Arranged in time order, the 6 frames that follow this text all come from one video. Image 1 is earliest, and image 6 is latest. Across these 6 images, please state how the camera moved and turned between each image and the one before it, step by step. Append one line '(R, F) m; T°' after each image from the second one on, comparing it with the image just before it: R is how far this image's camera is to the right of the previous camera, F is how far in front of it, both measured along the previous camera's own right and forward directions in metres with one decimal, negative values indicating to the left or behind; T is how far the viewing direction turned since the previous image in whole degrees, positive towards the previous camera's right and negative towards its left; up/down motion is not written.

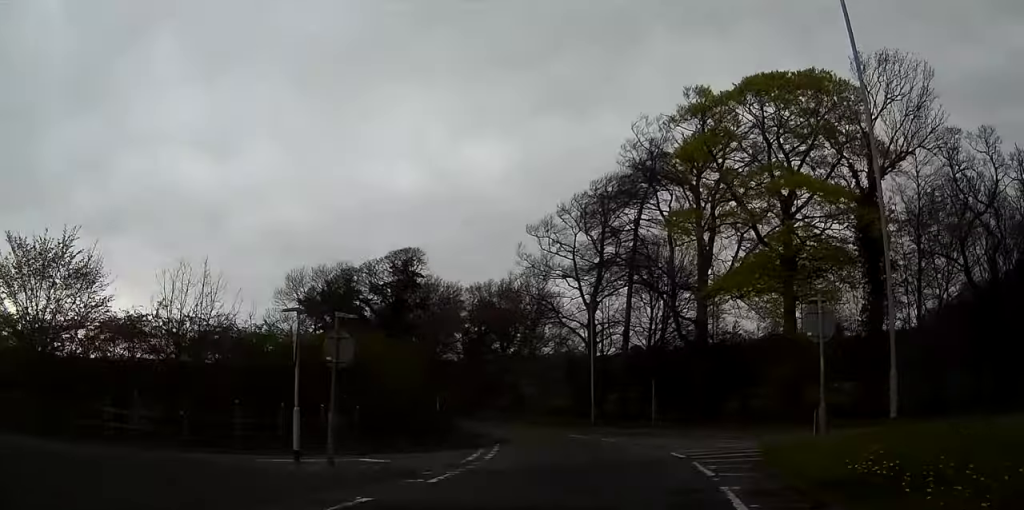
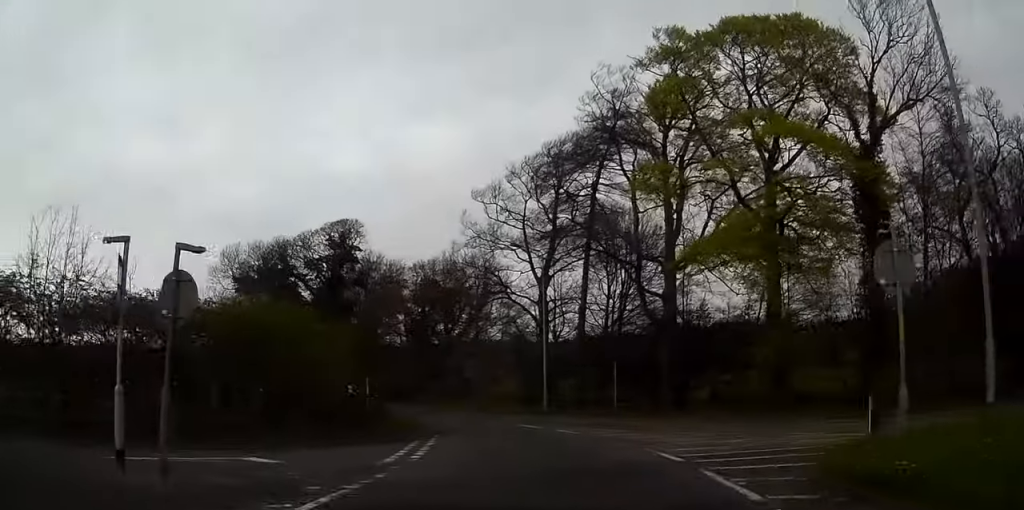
(+0.1, +4.9) m; +2°
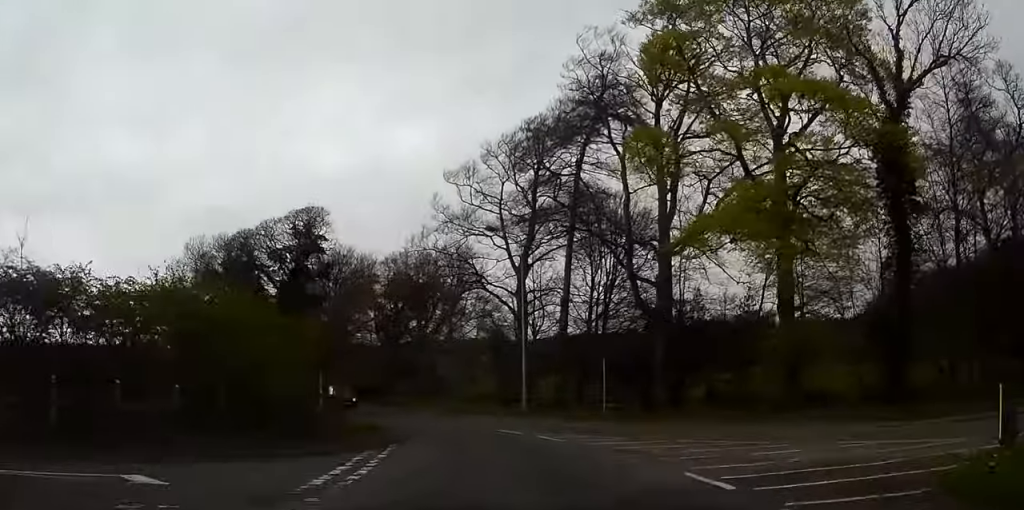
(+0.1, +4.3) m; +1°
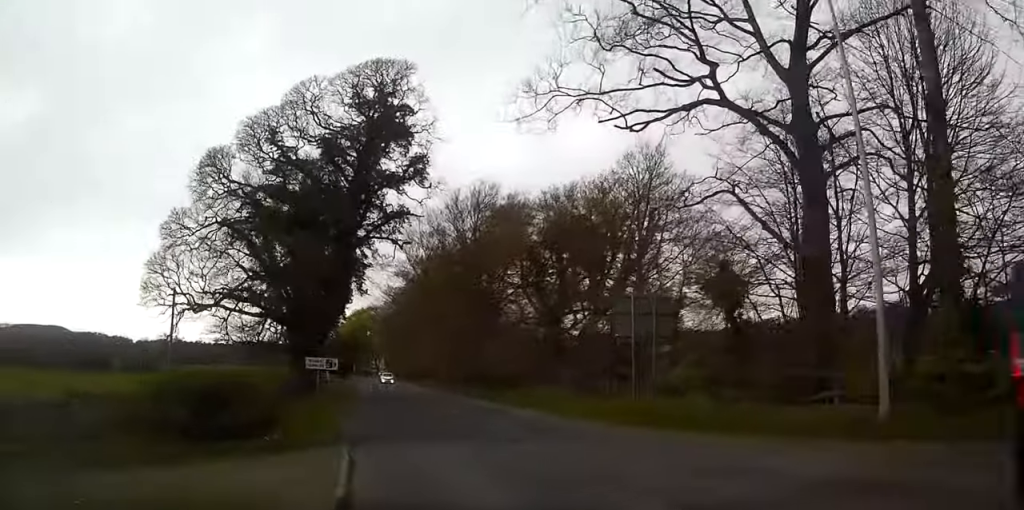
(-2.2, +27.6) m; -13°
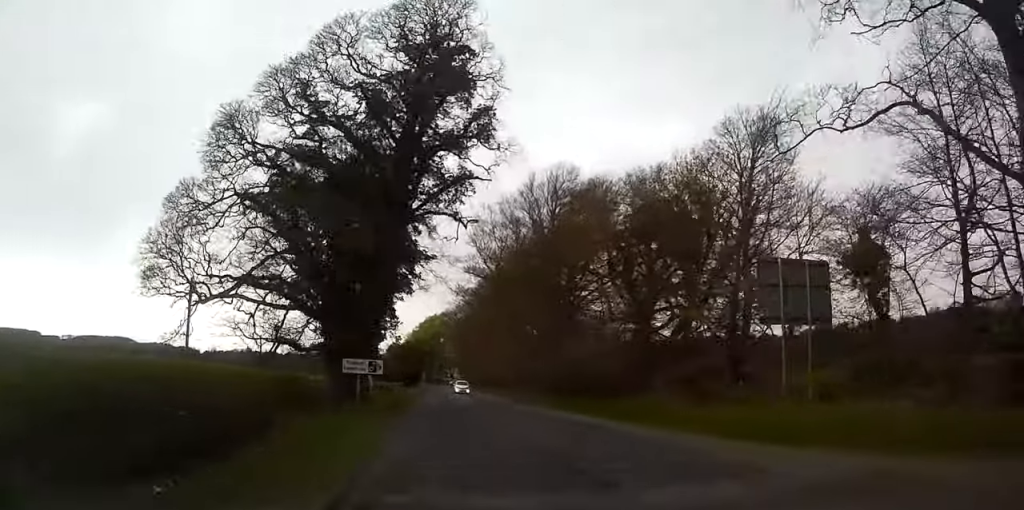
(-0.2, +7.1) m; -5°
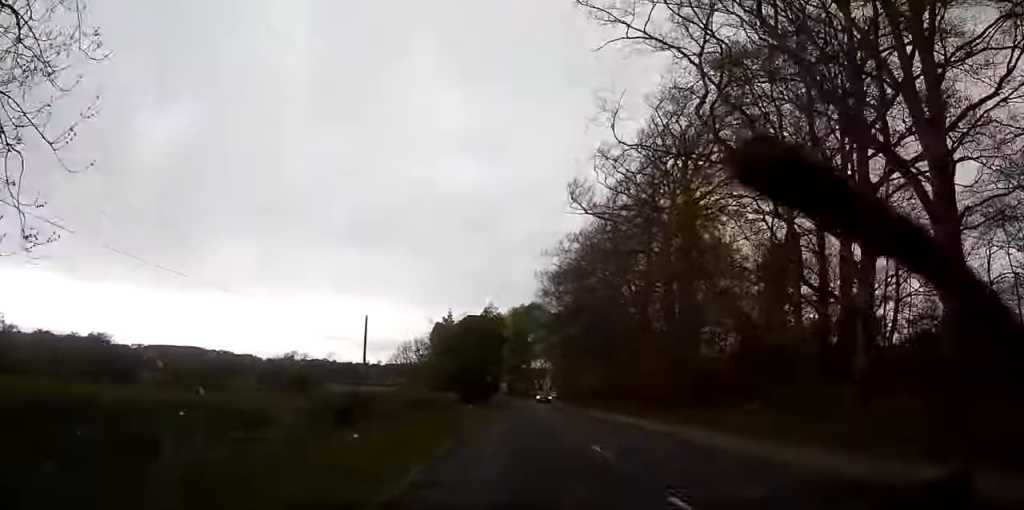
(-4.1, +47.1) m; -6°
